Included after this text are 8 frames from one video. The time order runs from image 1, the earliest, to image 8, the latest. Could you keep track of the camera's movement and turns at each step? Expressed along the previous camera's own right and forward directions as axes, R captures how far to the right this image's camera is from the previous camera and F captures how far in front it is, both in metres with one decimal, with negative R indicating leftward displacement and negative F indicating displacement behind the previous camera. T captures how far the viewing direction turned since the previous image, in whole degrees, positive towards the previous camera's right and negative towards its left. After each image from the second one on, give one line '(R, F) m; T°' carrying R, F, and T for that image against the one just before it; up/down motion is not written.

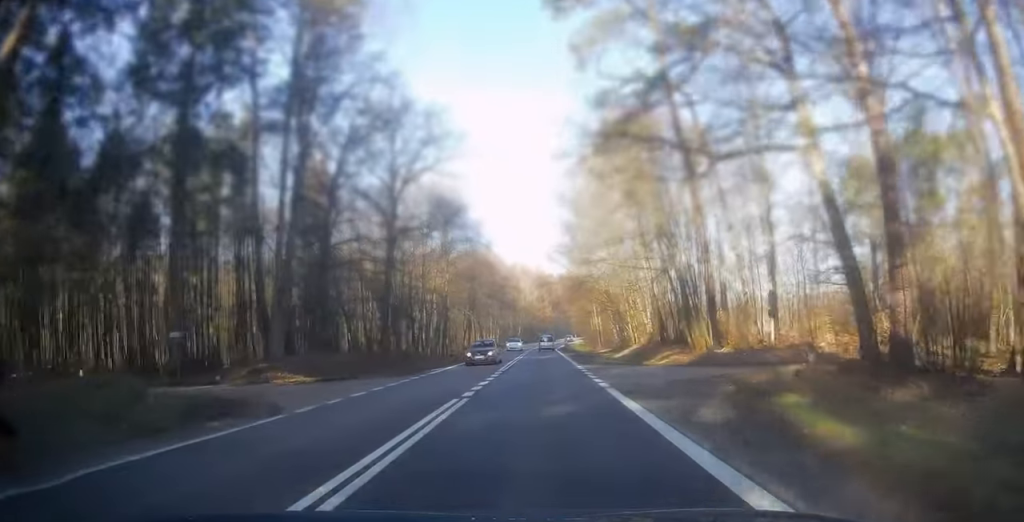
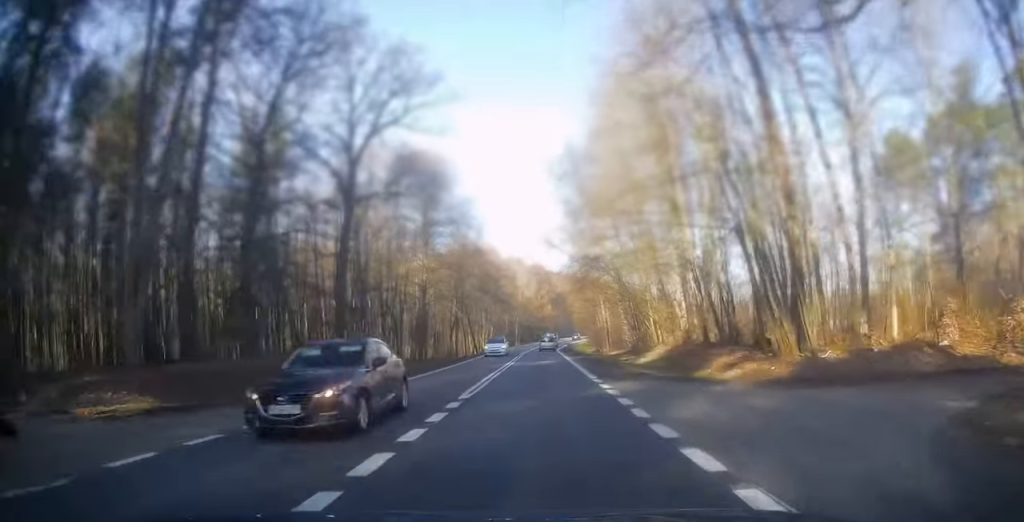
(0.0, +12.0) m; 0°
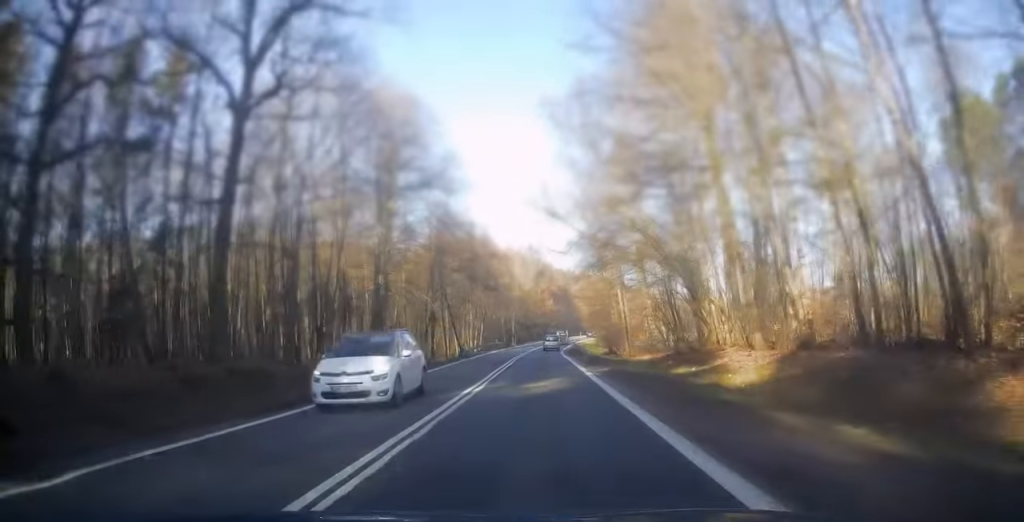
(0.0, +16.8) m; 0°
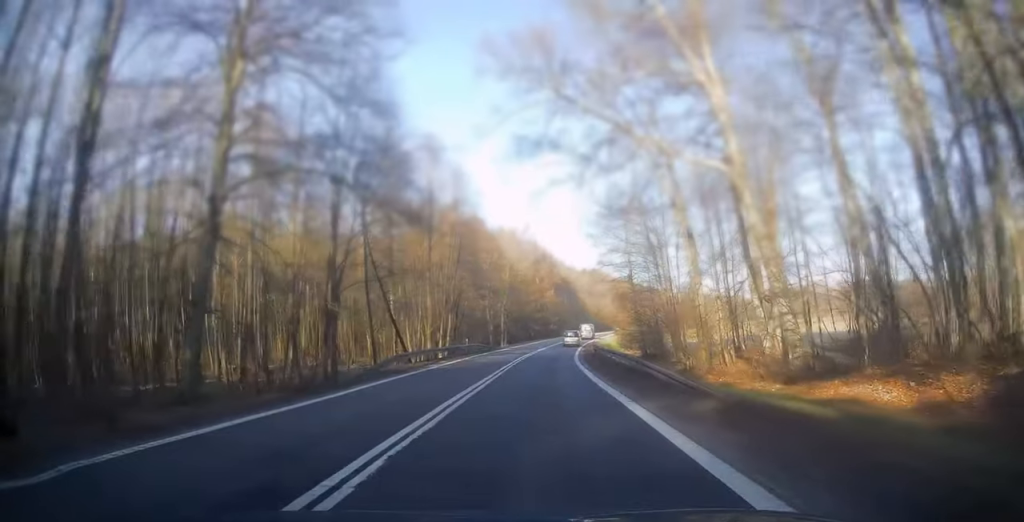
(+0.4, +28.5) m; +1°
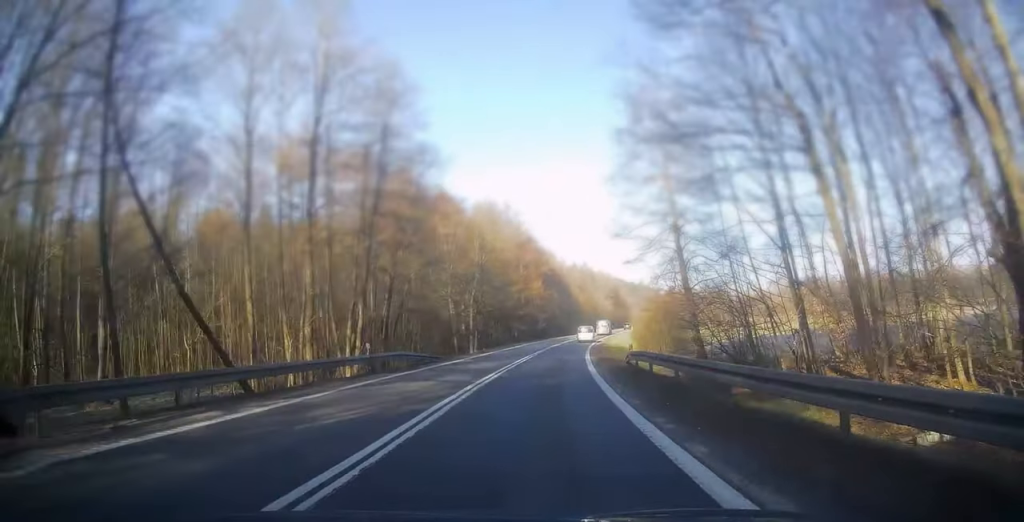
(-0.1, +24.0) m; 0°
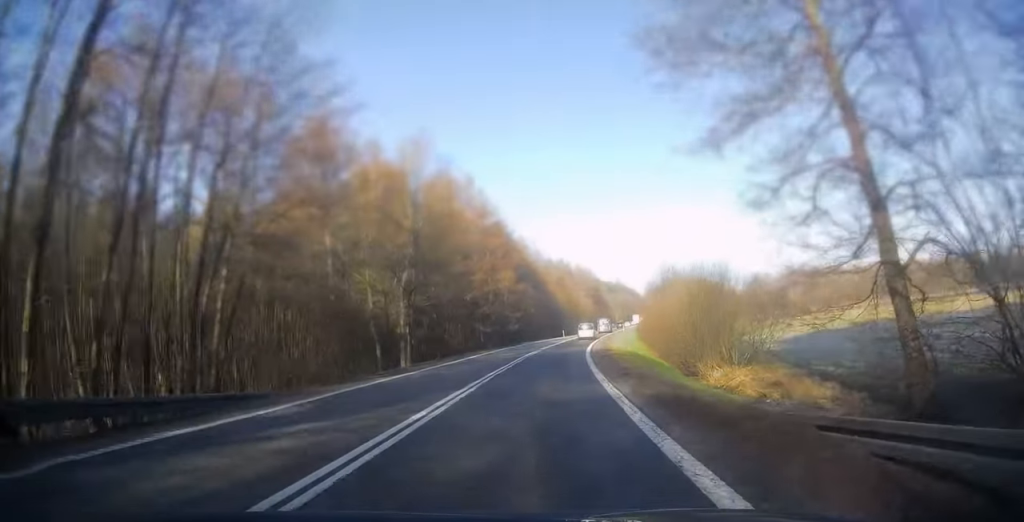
(+0.2, +21.0) m; +2°
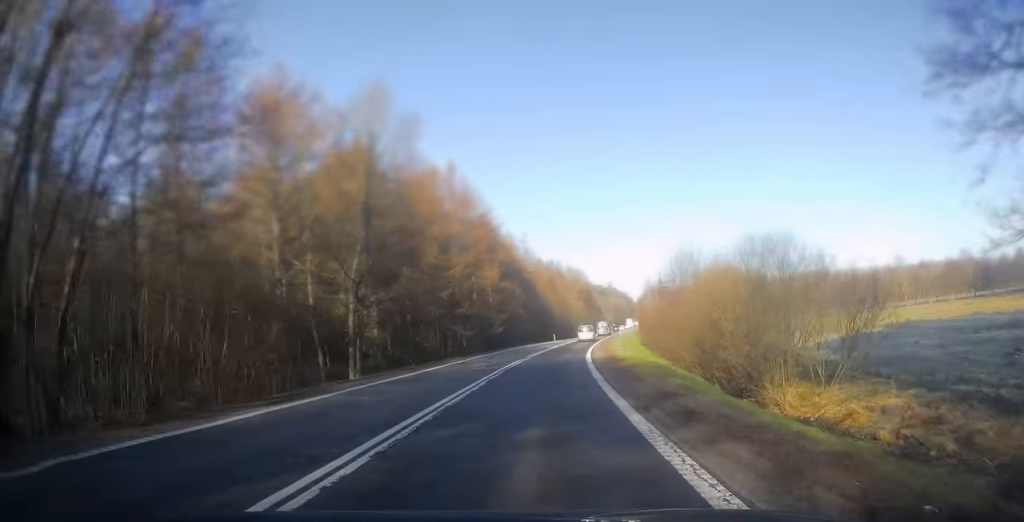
(+0.1, +8.8) m; +1°
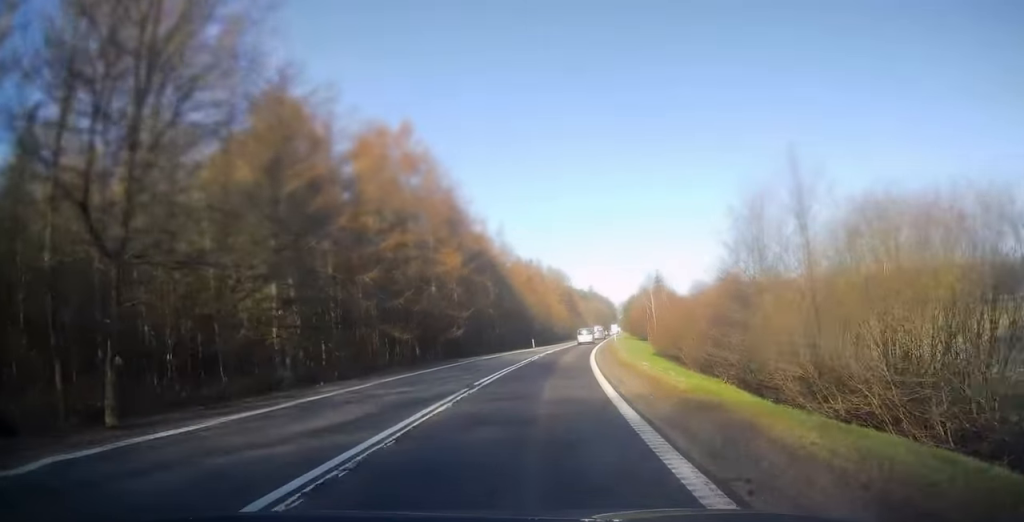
(+0.4, +17.7) m; +2°
